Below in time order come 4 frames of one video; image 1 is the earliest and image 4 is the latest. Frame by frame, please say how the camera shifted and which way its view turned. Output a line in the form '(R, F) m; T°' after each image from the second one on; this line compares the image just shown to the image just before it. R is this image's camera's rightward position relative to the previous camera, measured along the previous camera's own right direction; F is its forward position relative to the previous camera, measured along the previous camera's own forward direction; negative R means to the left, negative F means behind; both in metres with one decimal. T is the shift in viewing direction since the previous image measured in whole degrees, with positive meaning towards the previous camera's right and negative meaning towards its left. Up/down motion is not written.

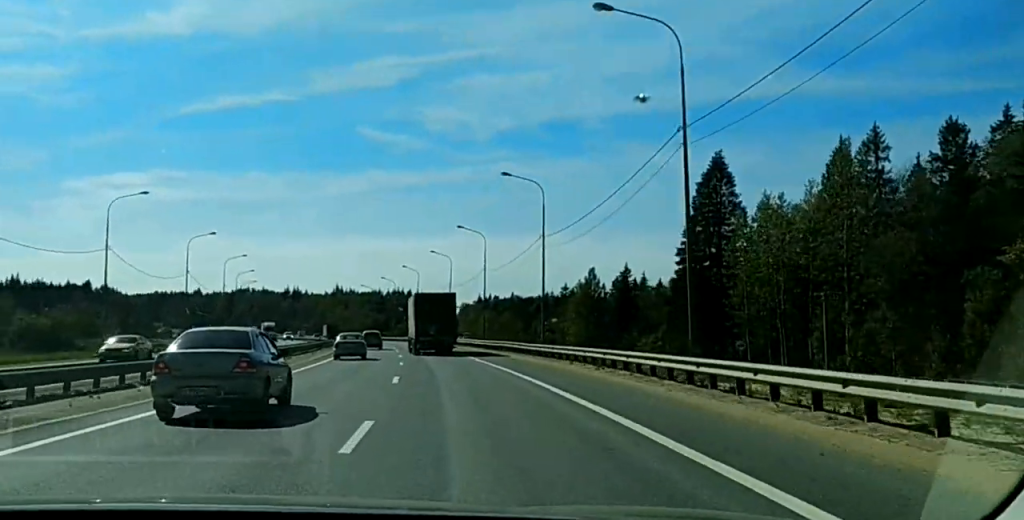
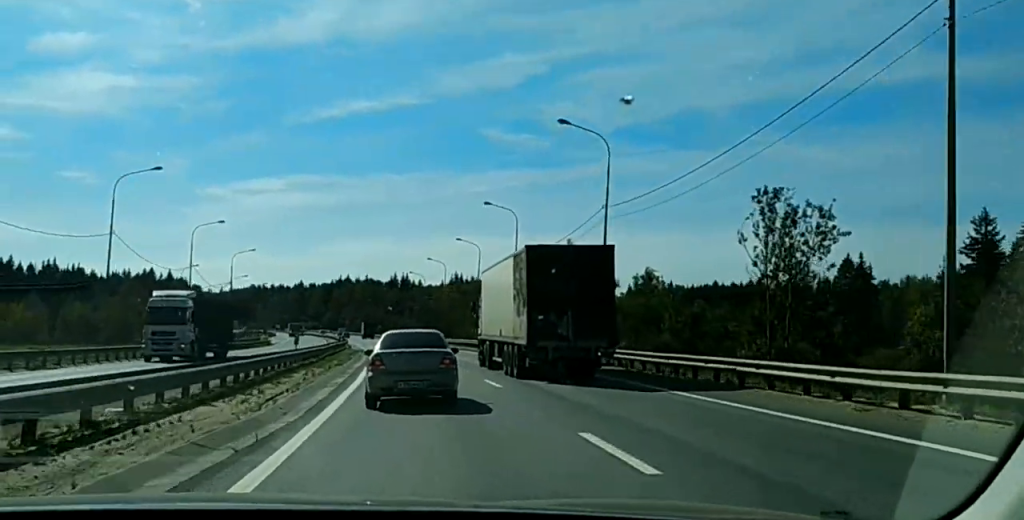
(-8.0, +148.0) m; -6°
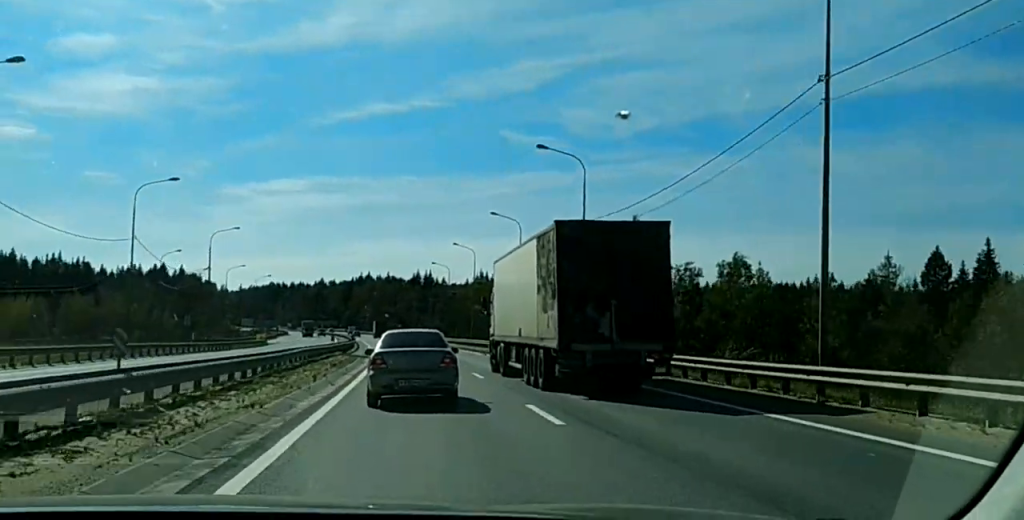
(-0.3, +25.6) m; -1°
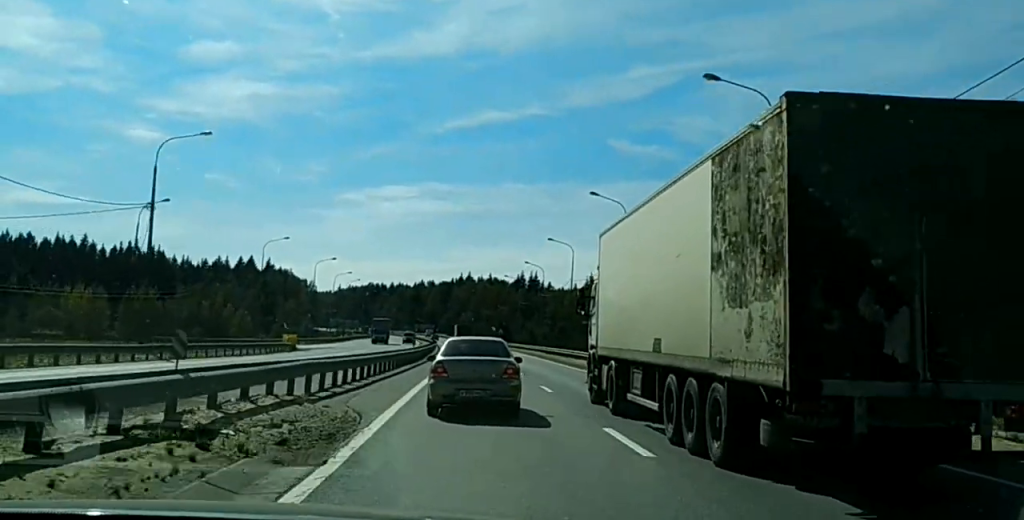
(-0.6, +48.0) m; -2°
